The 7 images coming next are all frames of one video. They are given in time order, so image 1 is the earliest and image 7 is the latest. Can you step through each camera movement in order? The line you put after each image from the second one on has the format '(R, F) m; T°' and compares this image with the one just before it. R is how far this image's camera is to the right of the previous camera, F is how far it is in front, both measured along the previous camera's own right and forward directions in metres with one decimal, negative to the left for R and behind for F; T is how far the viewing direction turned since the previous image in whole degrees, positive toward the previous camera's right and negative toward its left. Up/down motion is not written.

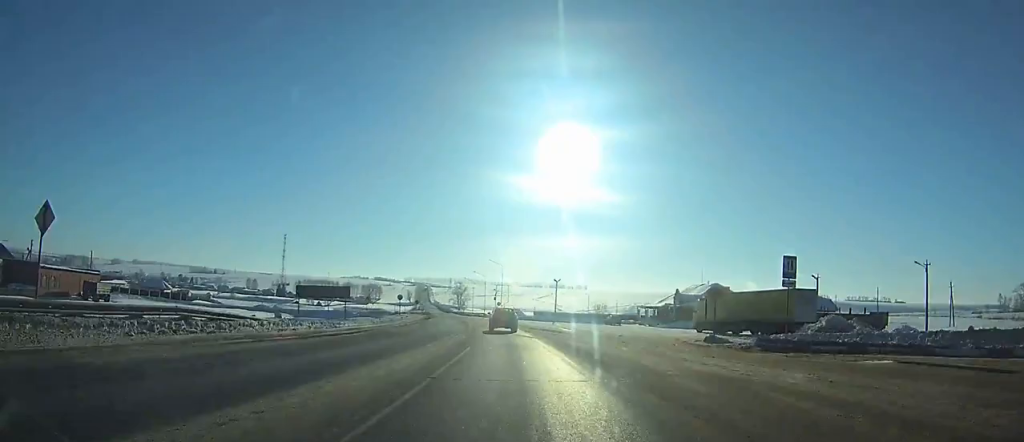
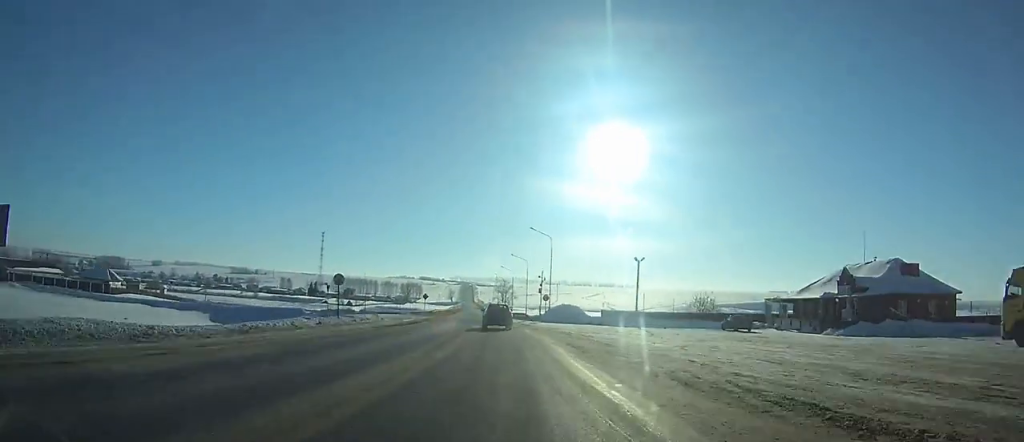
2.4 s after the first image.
(+1.2, +39.4) m; -1°
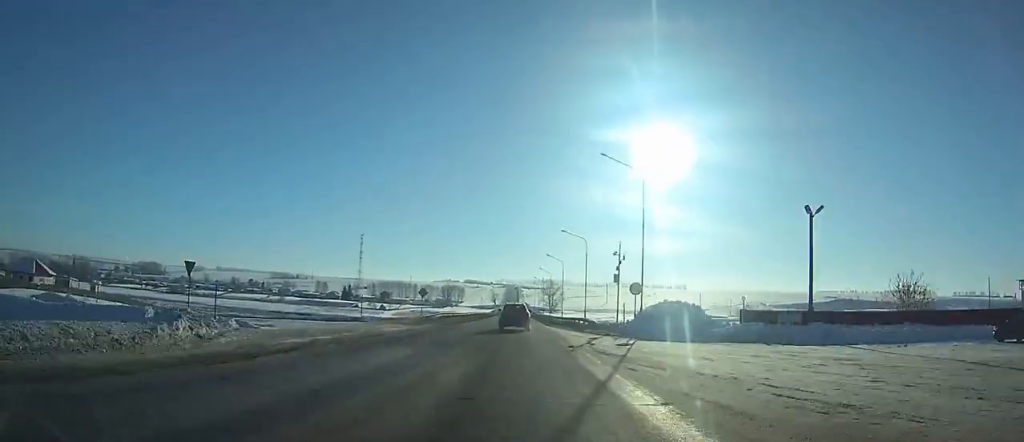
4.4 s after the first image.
(-1.5, +33.8) m; -3°
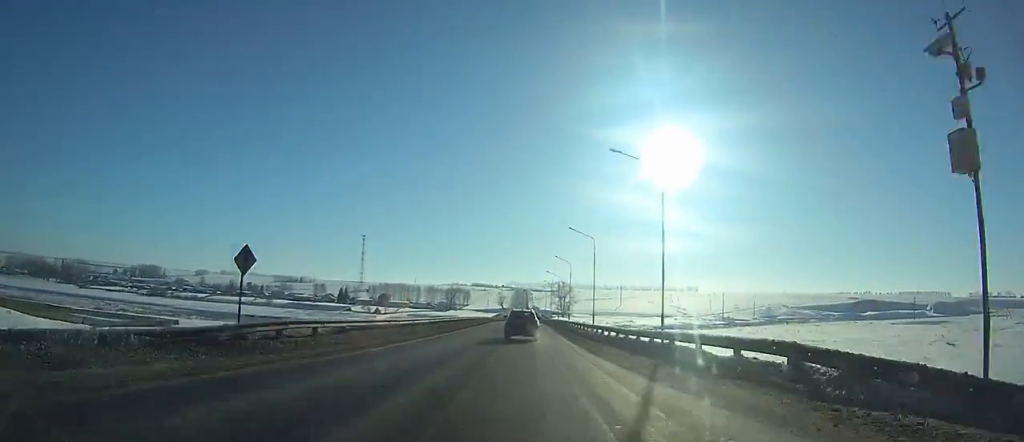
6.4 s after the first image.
(-0.9, +33.5) m; -2°
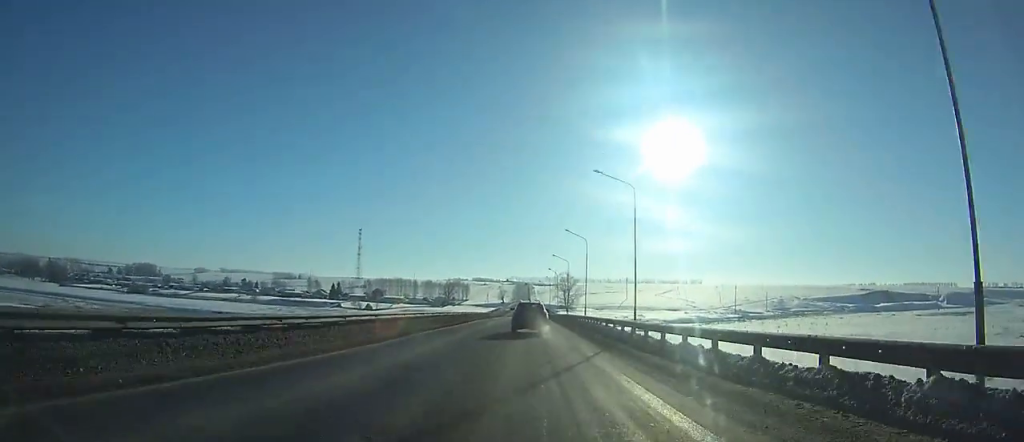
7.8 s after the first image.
(-0.2, +23.3) m; -1°
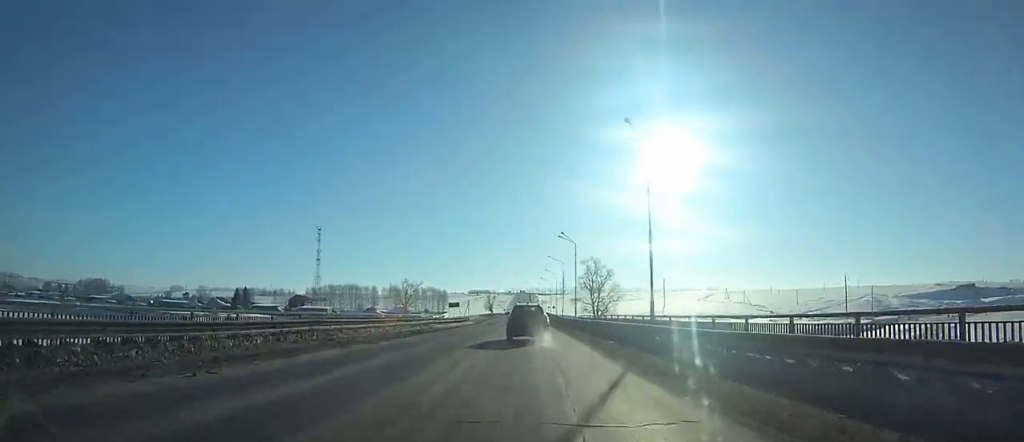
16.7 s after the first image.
(-2.9, +153.9) m; -1°
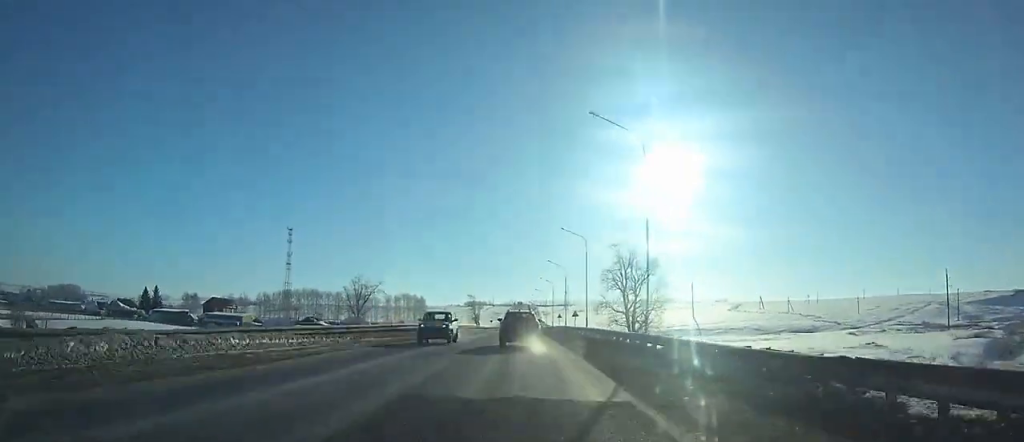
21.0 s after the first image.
(+0.3, +77.7) m; 0°
